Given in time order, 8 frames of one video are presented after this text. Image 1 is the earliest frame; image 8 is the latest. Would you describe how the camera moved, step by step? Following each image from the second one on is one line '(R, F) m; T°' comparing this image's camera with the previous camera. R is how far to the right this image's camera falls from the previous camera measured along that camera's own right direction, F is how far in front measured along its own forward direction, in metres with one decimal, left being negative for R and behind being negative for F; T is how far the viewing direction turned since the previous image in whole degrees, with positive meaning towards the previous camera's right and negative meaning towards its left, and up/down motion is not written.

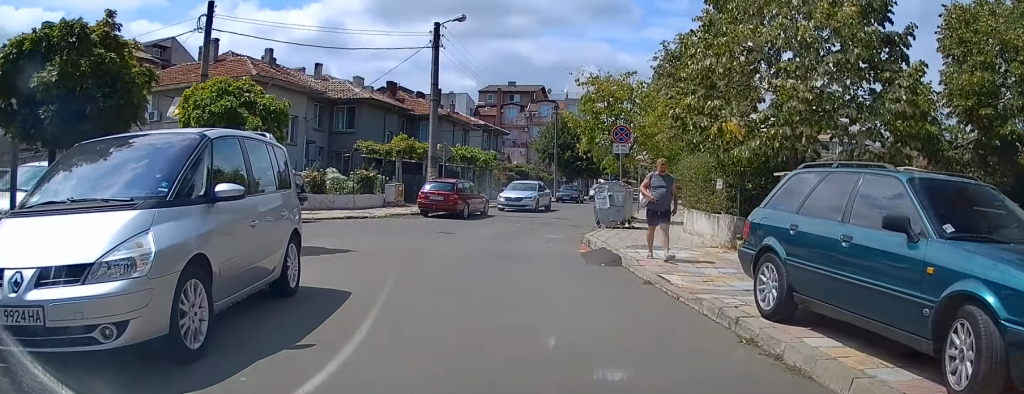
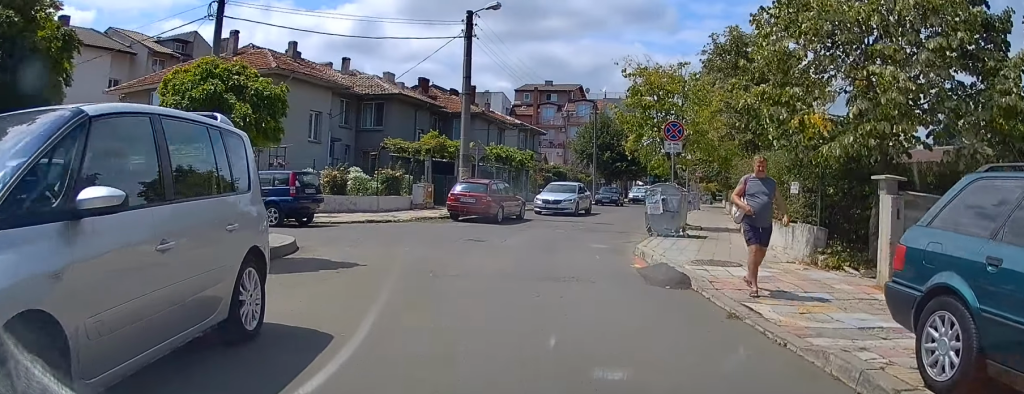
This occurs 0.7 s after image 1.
(-0.1, +1.8) m; -4°
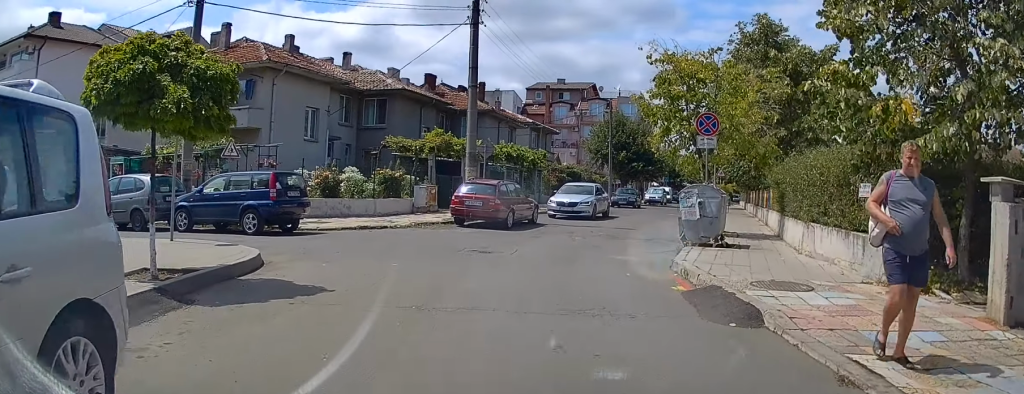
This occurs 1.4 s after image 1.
(-0.1, +2.1) m; -4°
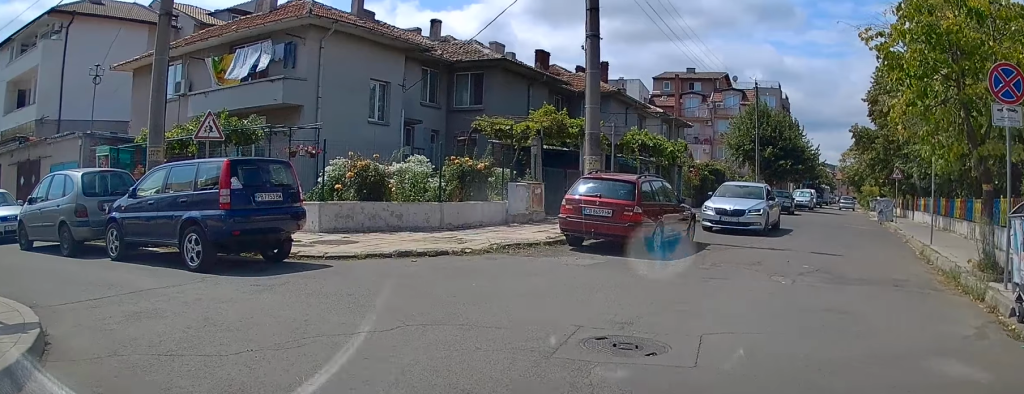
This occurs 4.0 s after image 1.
(-1.1, +7.0) m; -23°
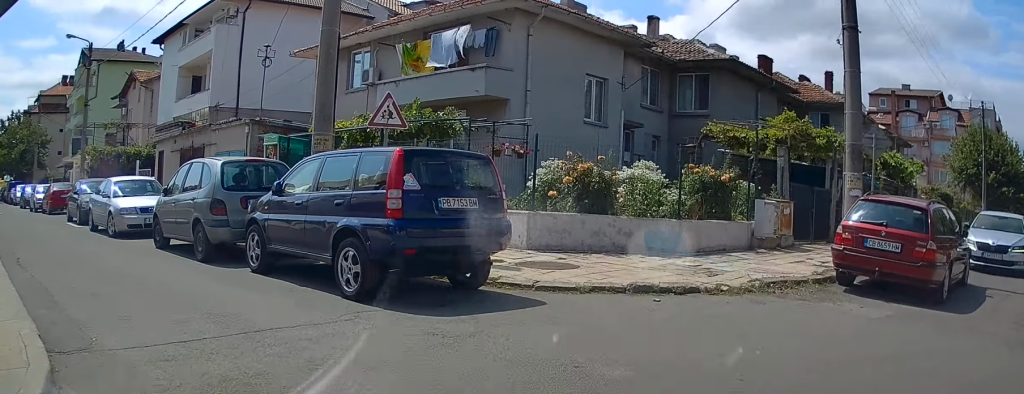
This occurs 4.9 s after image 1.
(-0.3, +2.6) m; -13°
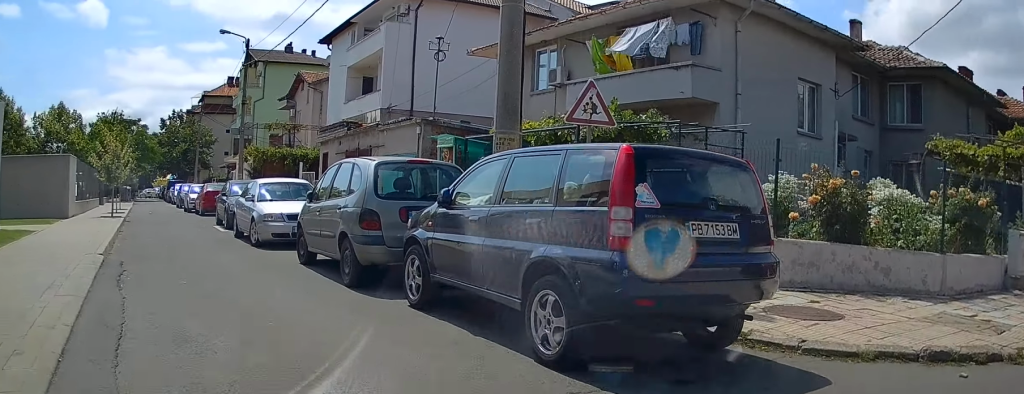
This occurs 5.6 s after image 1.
(-0.2, +2.3) m; -11°
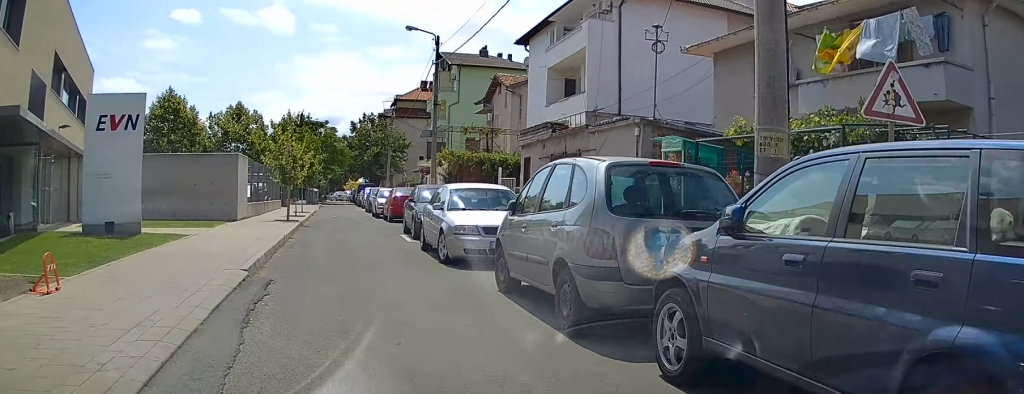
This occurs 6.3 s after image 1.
(-0.3, +2.6) m; -9°
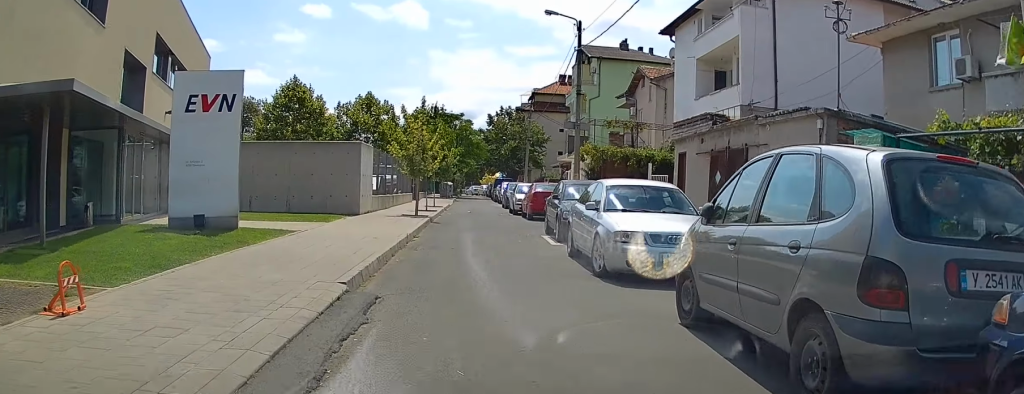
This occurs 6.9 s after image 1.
(-0.1, +2.4) m; -7°
